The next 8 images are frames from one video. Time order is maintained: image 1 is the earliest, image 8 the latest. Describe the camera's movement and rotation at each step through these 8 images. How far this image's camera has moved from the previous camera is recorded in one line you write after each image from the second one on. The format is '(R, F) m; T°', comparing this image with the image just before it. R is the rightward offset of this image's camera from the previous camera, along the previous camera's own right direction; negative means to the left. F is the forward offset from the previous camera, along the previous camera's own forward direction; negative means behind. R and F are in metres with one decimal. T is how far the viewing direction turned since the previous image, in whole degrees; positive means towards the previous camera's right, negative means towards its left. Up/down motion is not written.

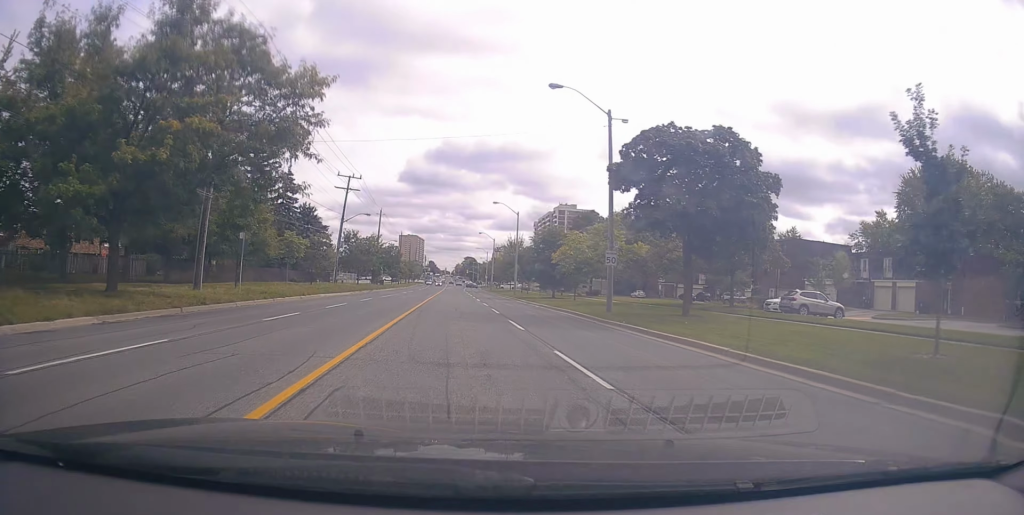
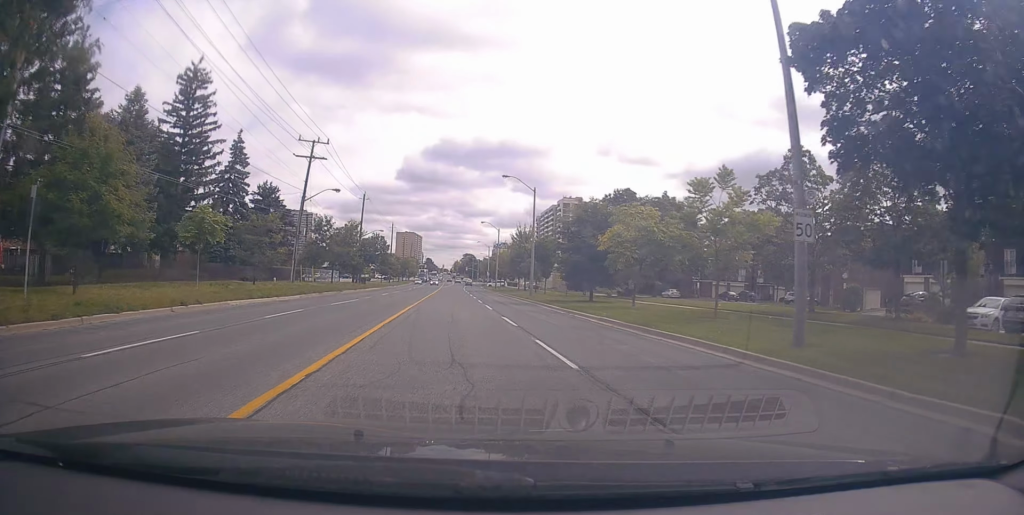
(+0.6, +16.6) m; +1°
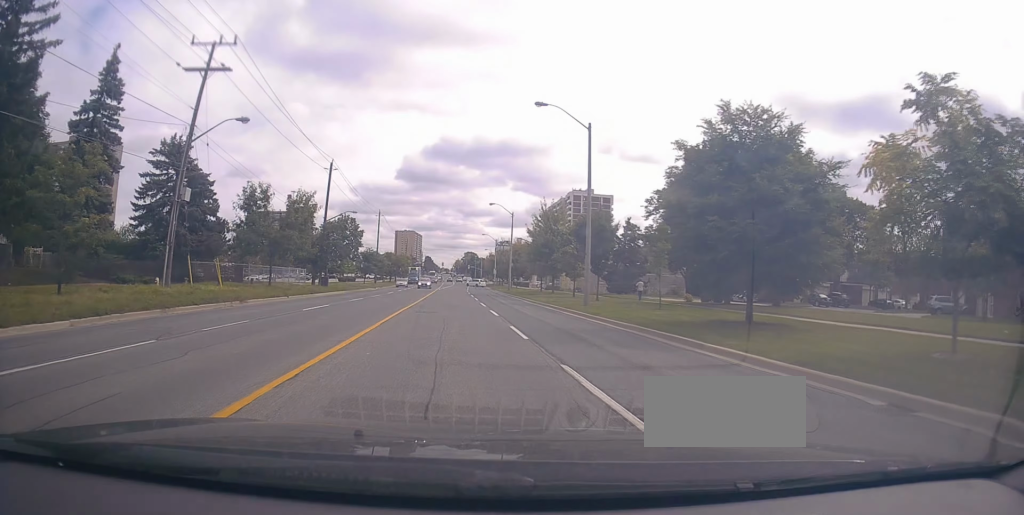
(-1.5, +22.9) m; -3°
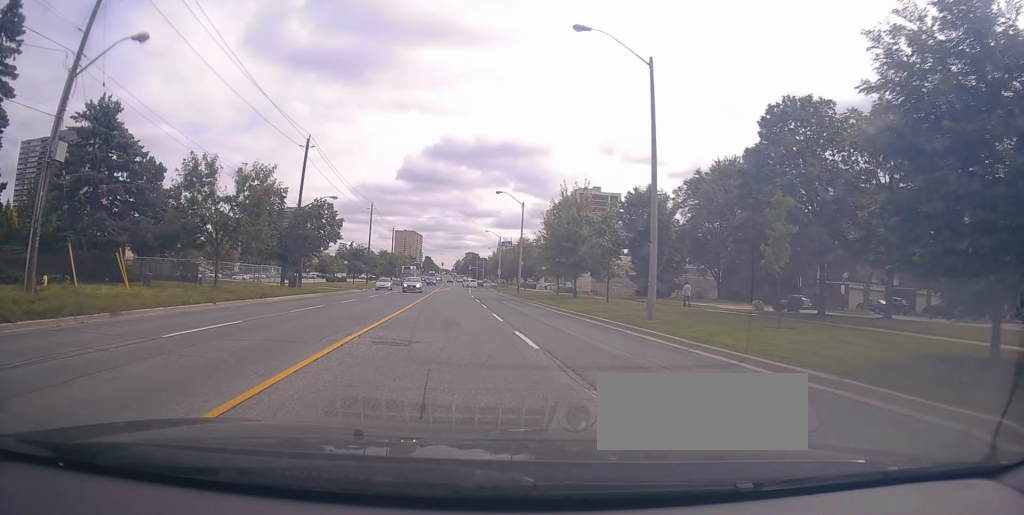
(+0.7, +10.4) m; +3°
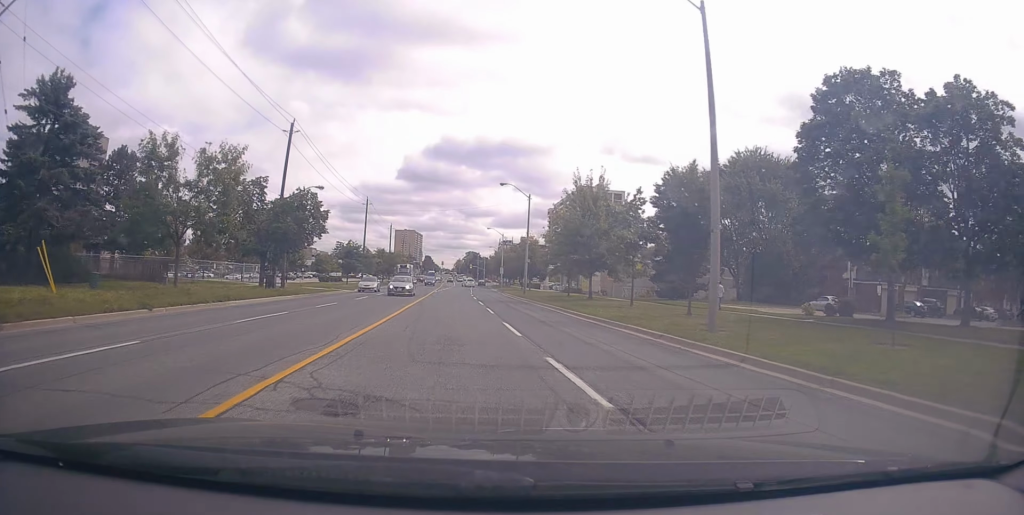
(+0.1, +5.2) m; 0°
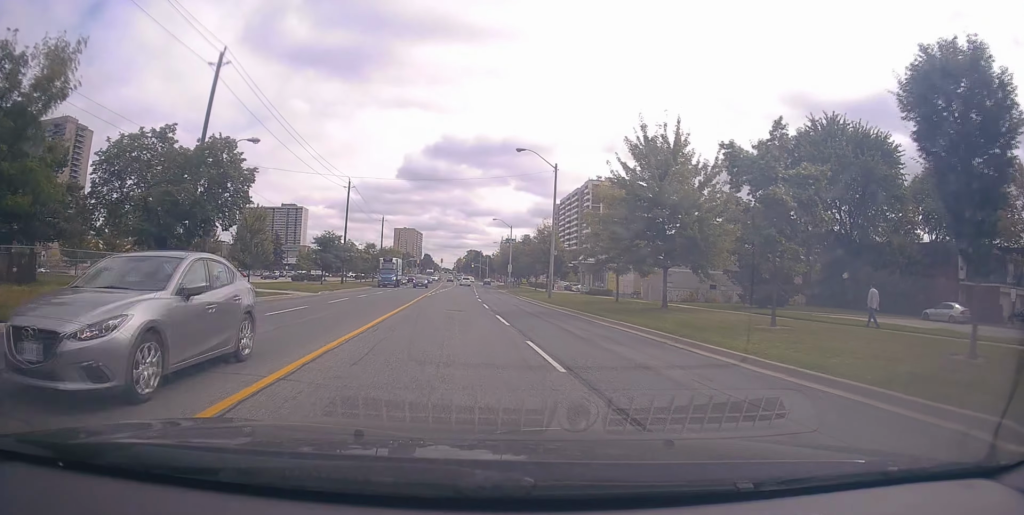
(-0.2, +15.3) m; -1°
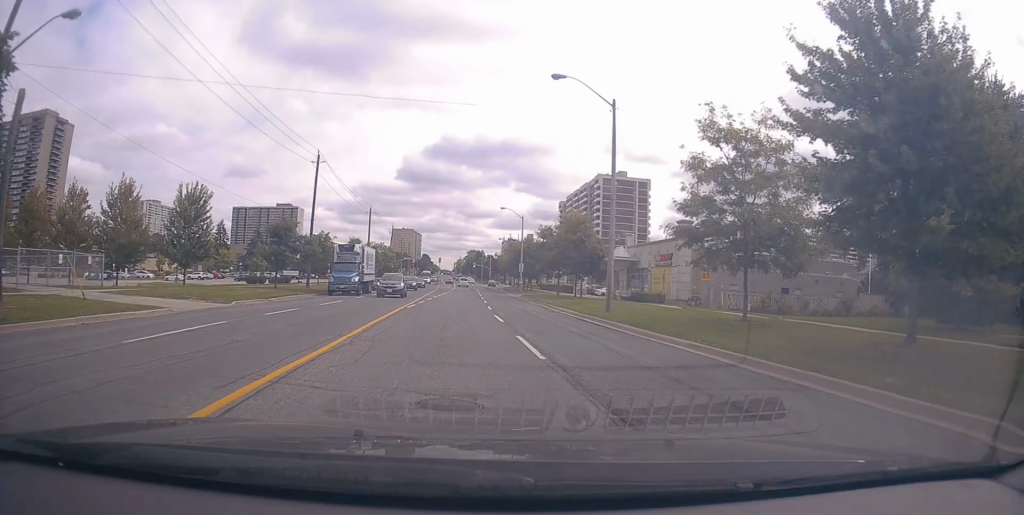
(+0.1, +16.7) m; 0°
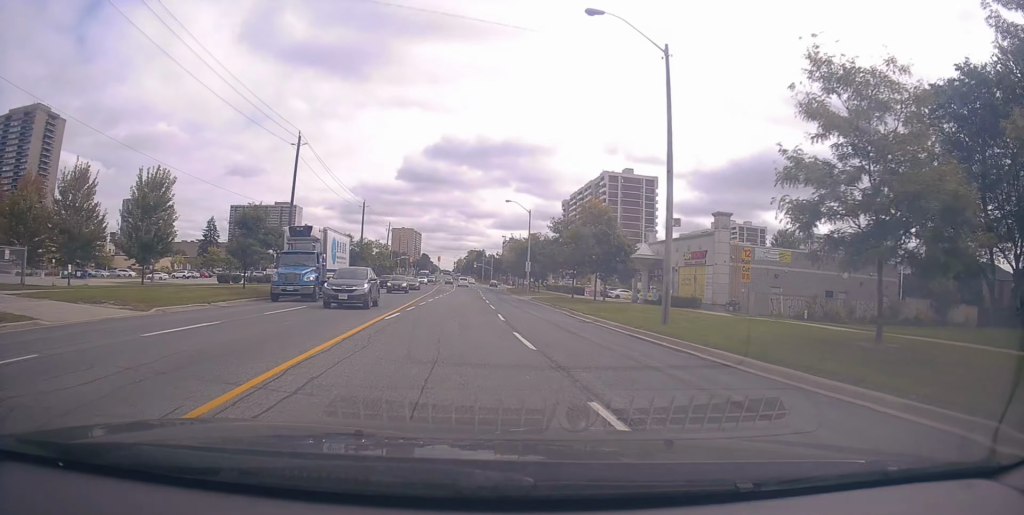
(0.0, +7.4) m; -1°
